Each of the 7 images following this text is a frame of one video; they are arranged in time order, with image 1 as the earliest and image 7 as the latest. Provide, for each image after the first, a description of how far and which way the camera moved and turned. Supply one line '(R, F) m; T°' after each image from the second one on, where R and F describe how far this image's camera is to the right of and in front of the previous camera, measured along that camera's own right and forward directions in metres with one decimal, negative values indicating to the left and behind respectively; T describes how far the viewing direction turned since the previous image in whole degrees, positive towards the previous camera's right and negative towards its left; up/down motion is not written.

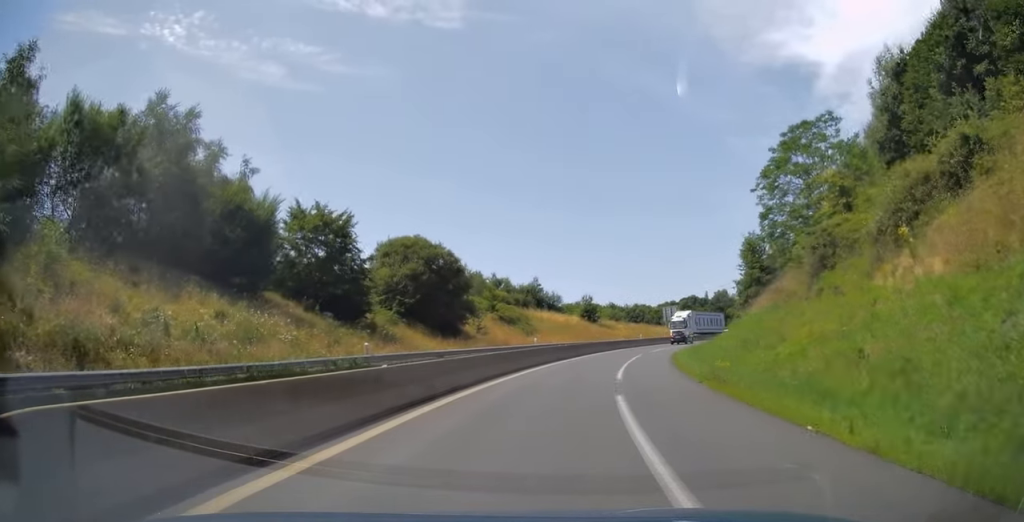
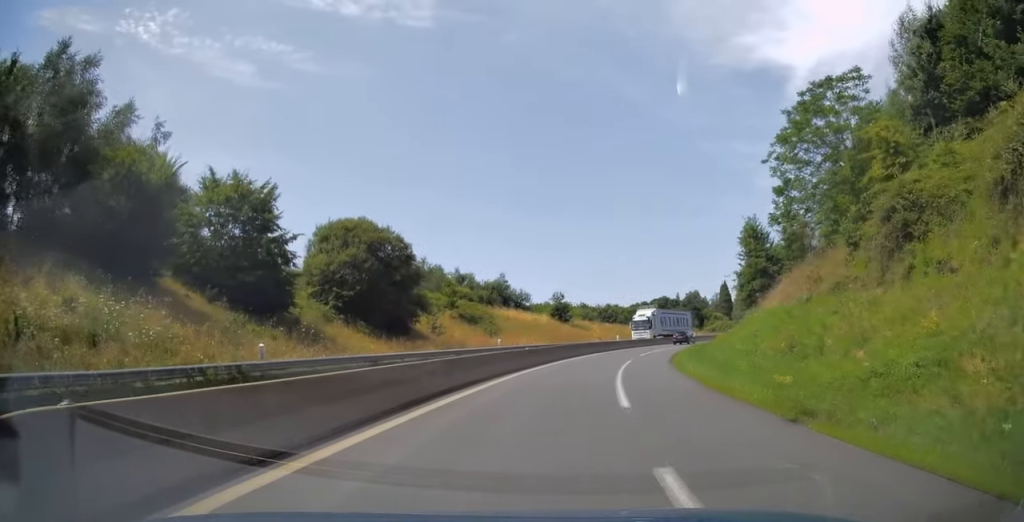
(+0.1, +8.0) m; +2°
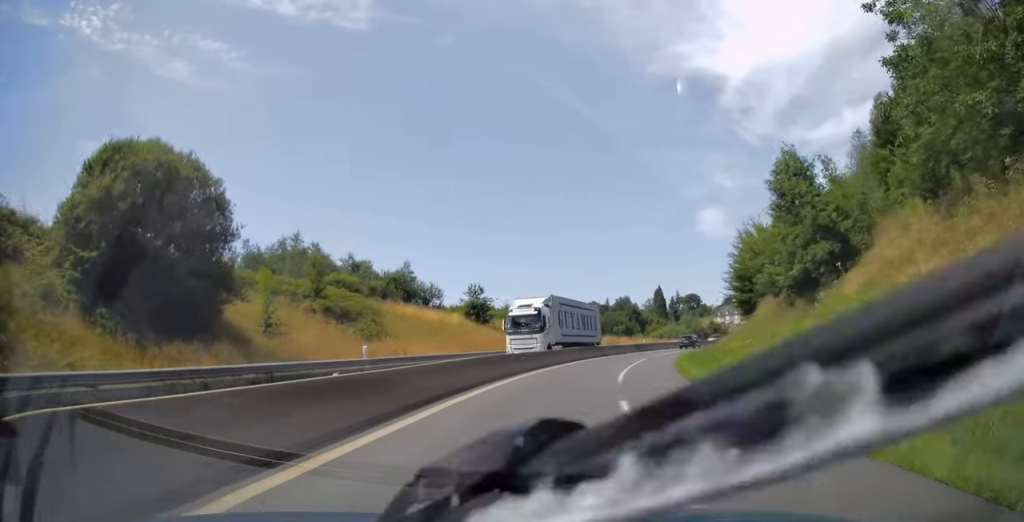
(+1.2, +18.8) m; +8°
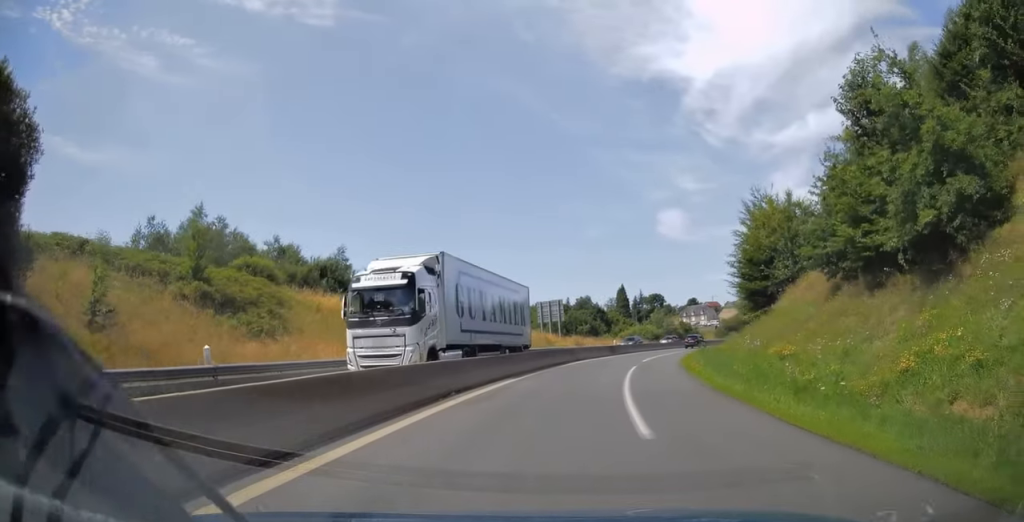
(+0.7, +10.6) m; +4°
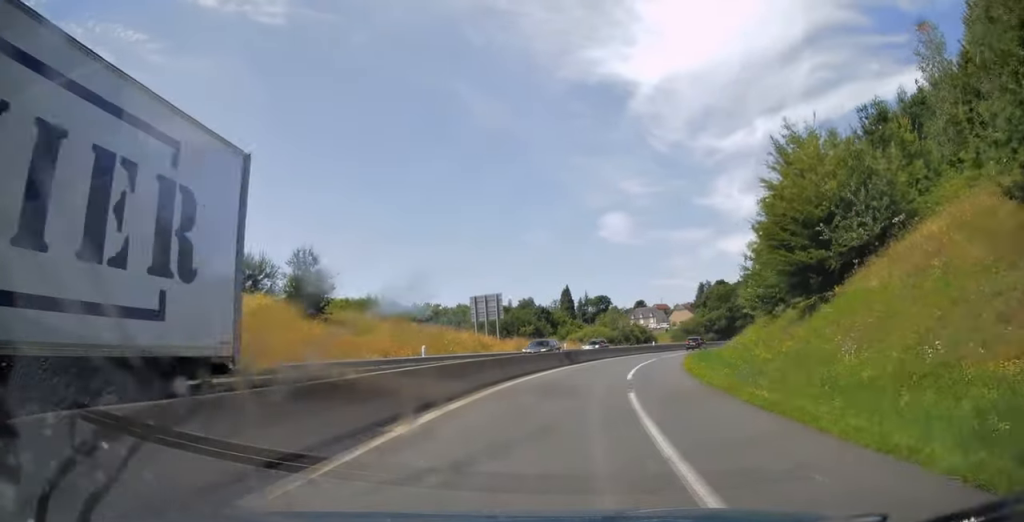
(+0.5, +13.5) m; +5°
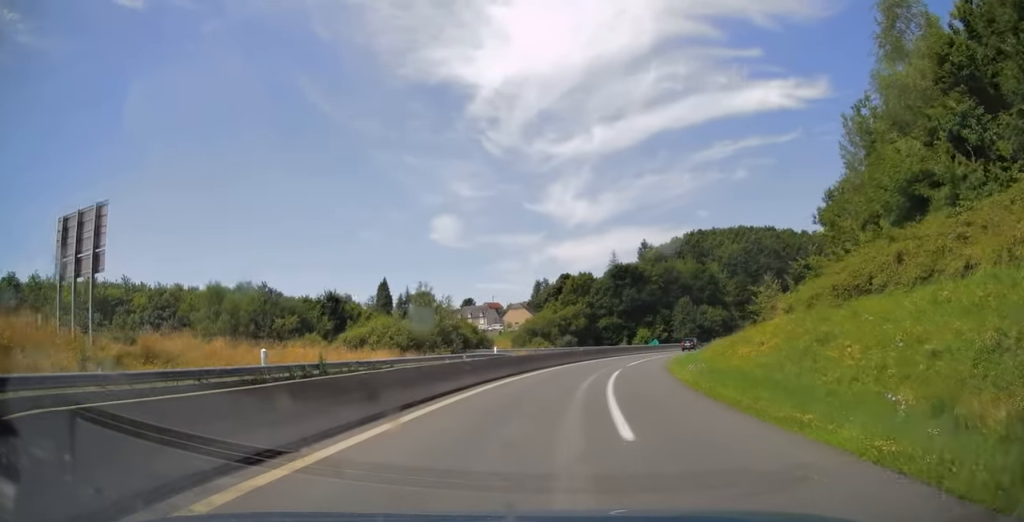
(+5.6, +38.4) m; +17°
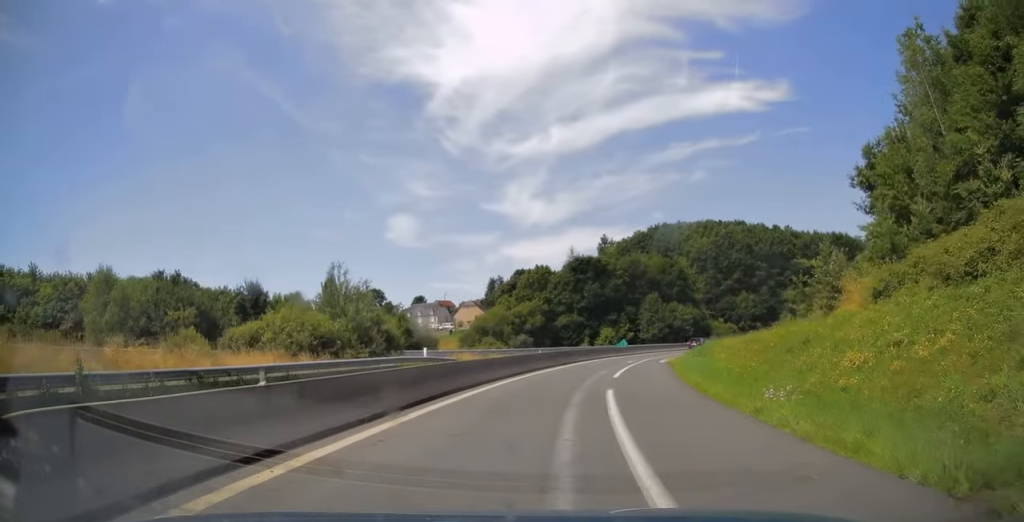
(+0.5, +11.6) m; +5°
